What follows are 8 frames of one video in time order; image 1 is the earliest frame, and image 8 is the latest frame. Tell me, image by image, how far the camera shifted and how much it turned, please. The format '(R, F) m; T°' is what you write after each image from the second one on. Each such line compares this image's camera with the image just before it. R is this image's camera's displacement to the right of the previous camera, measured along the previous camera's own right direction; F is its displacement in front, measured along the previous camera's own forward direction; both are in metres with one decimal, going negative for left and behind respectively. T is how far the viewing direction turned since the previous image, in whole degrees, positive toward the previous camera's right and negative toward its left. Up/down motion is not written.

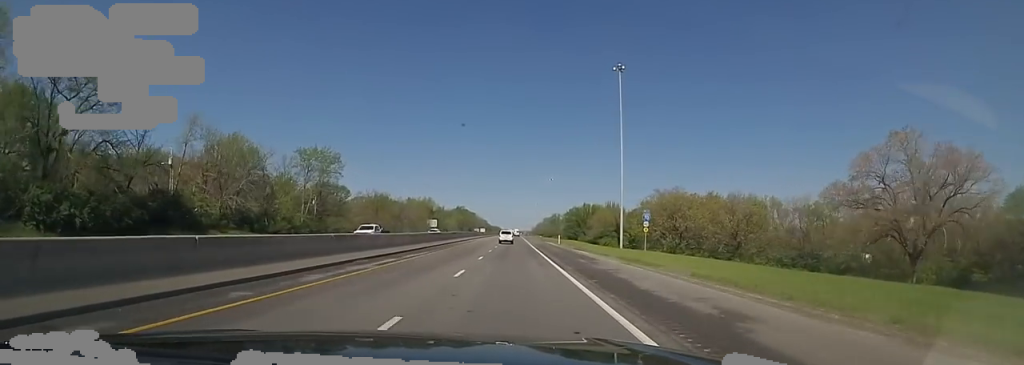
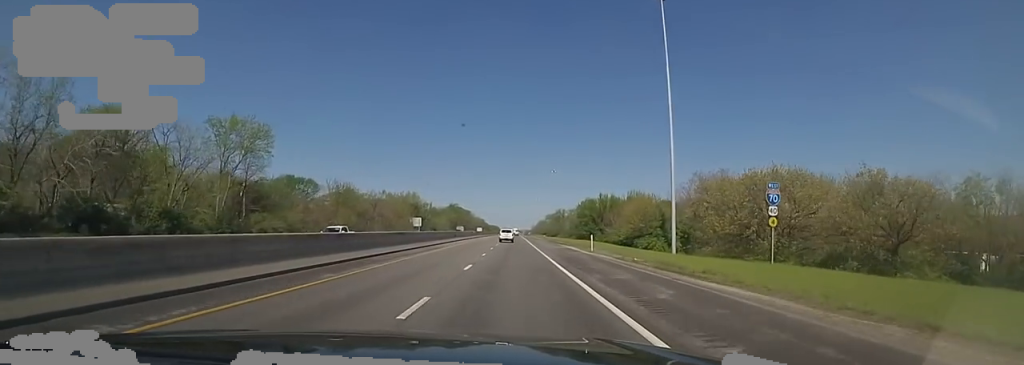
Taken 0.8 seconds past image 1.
(0.0, +26.9) m; 0°
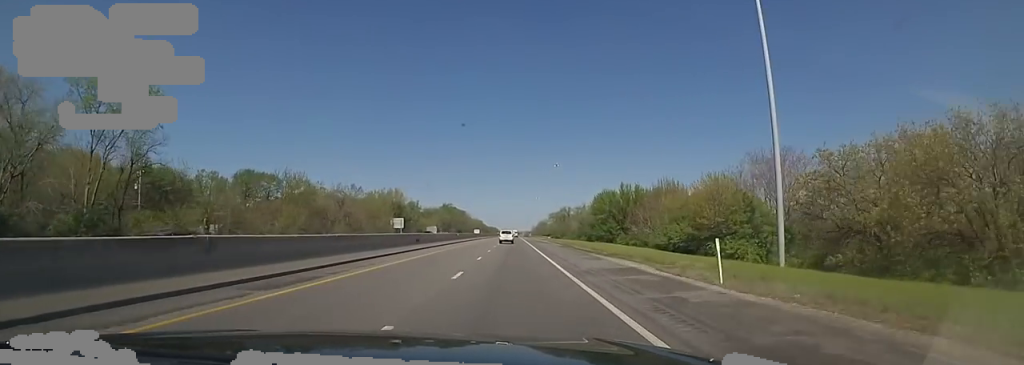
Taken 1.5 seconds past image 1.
(-0.1, +22.4) m; 0°
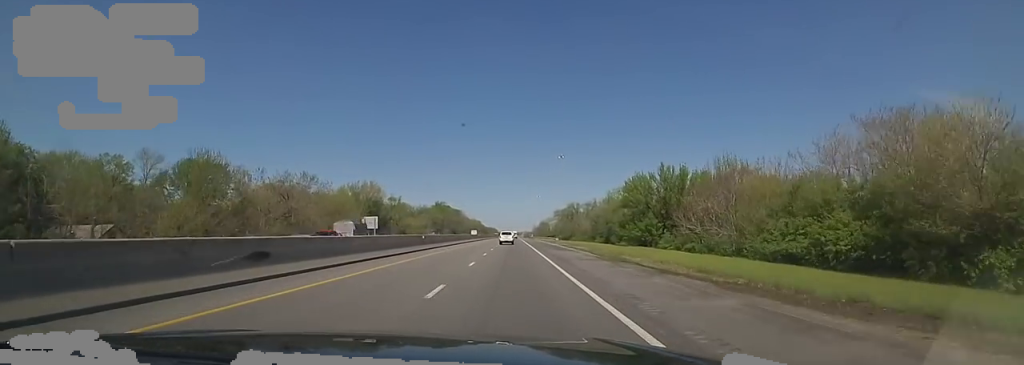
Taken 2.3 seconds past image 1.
(+0.2, +23.3) m; 0°
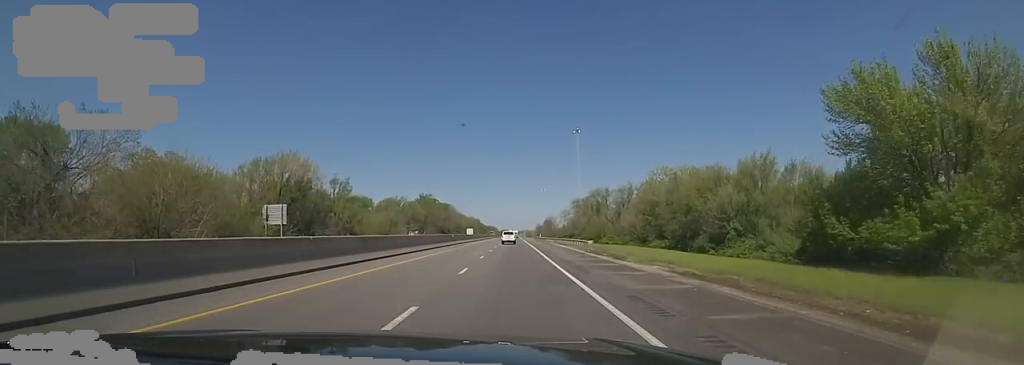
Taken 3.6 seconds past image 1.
(-0.2, +42.5) m; -1°
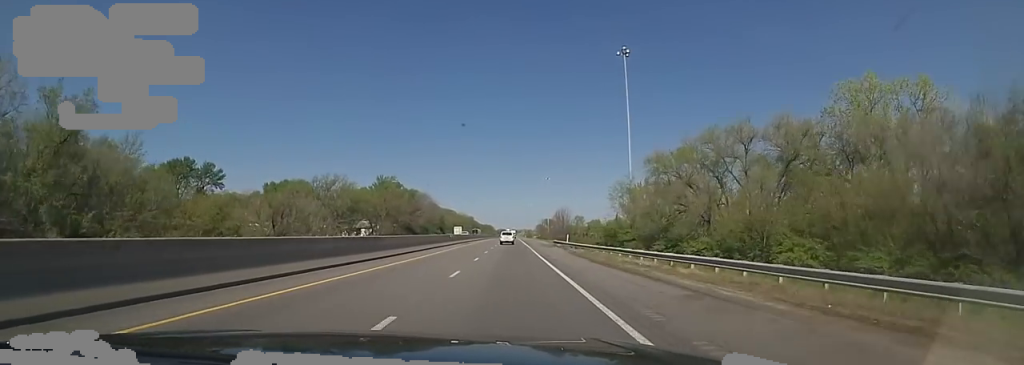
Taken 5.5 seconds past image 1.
(-0.1, +59.7) m; 0°
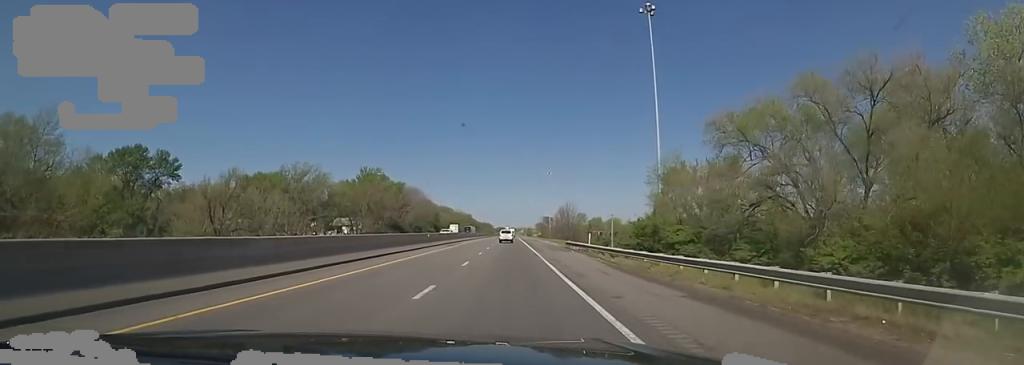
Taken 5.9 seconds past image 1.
(+0.1, +14.8) m; 0°
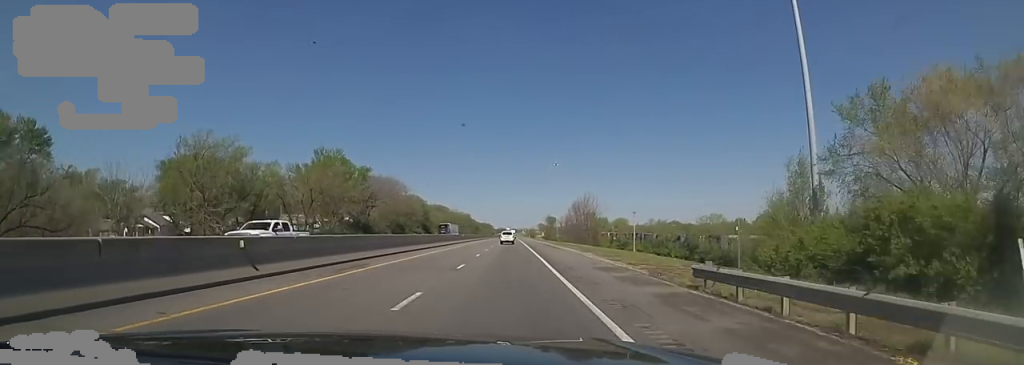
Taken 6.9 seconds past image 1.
(+0.1, +30.8) m; 0°
